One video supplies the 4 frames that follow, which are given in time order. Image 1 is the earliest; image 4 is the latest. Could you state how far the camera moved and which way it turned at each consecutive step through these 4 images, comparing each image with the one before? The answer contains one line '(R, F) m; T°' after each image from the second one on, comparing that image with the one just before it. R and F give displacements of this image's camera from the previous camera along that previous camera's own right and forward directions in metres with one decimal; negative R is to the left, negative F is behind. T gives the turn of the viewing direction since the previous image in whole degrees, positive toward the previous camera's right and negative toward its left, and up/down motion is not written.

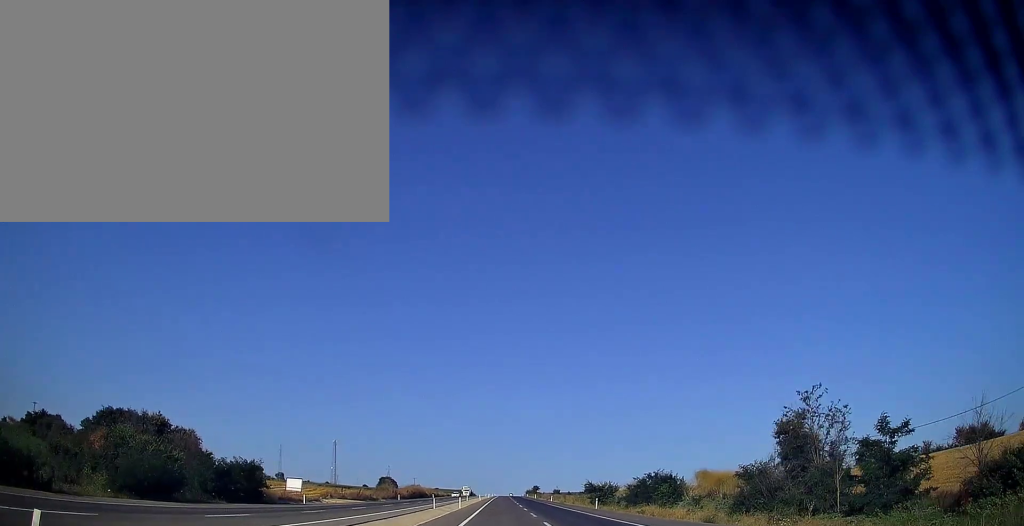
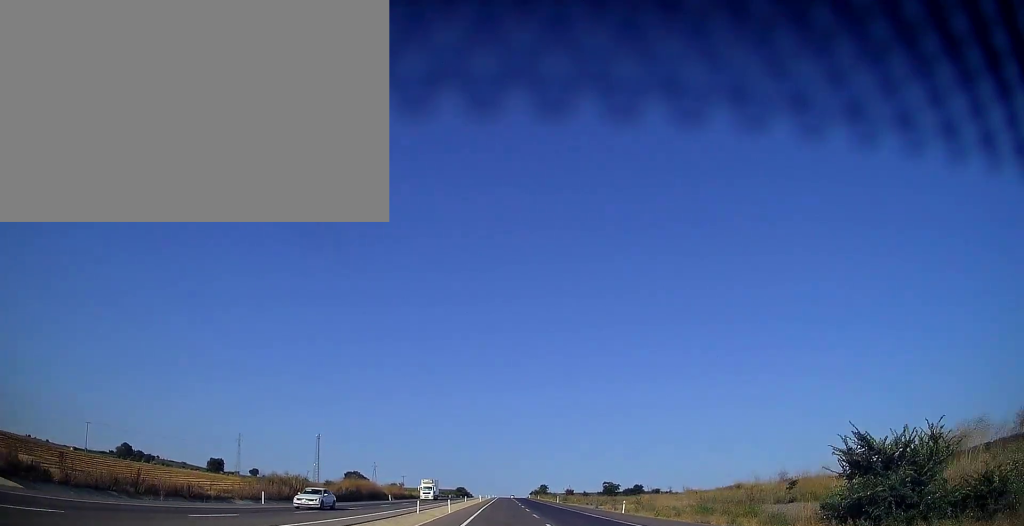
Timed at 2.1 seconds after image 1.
(-0.2, +61.5) m; 0°
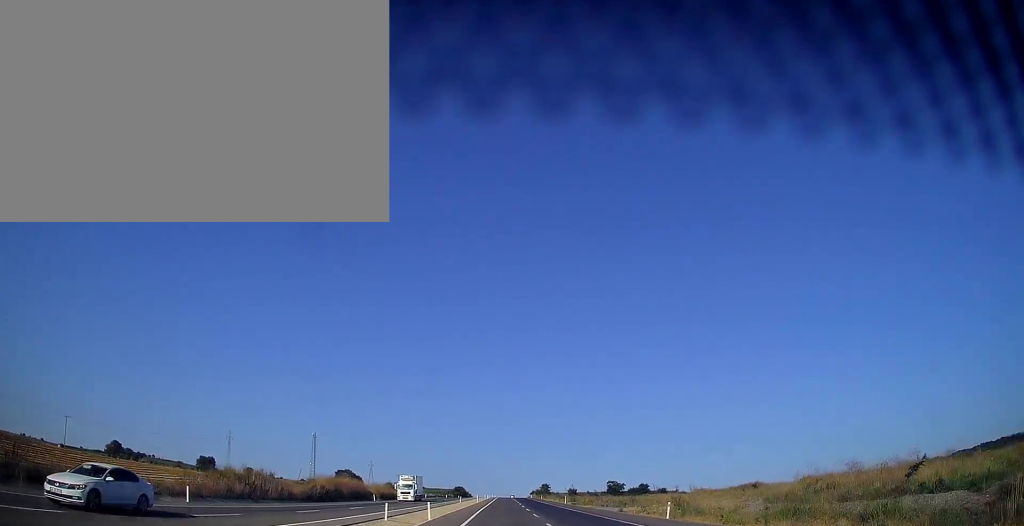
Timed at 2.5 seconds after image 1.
(0.0, +11.7) m; 0°
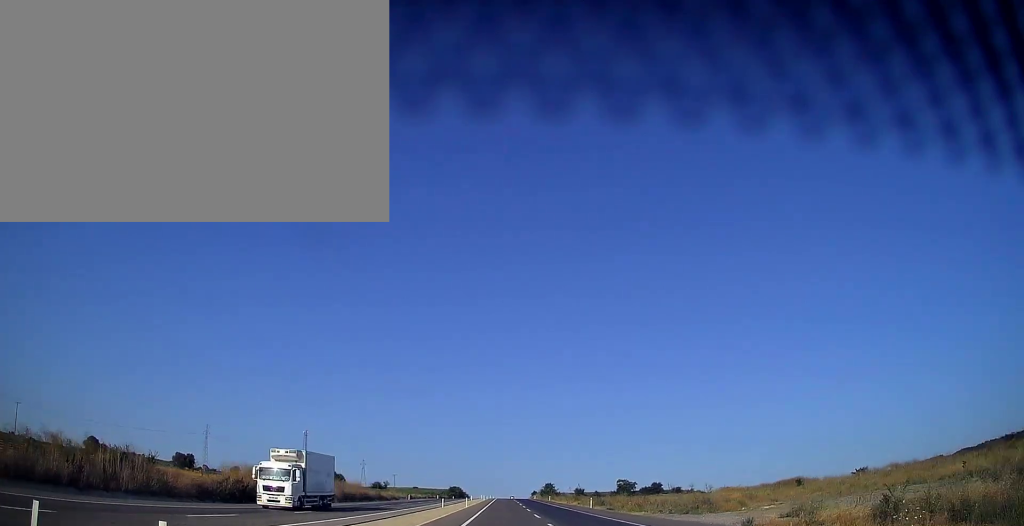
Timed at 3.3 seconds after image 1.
(0.0, +24.4) m; 0°
